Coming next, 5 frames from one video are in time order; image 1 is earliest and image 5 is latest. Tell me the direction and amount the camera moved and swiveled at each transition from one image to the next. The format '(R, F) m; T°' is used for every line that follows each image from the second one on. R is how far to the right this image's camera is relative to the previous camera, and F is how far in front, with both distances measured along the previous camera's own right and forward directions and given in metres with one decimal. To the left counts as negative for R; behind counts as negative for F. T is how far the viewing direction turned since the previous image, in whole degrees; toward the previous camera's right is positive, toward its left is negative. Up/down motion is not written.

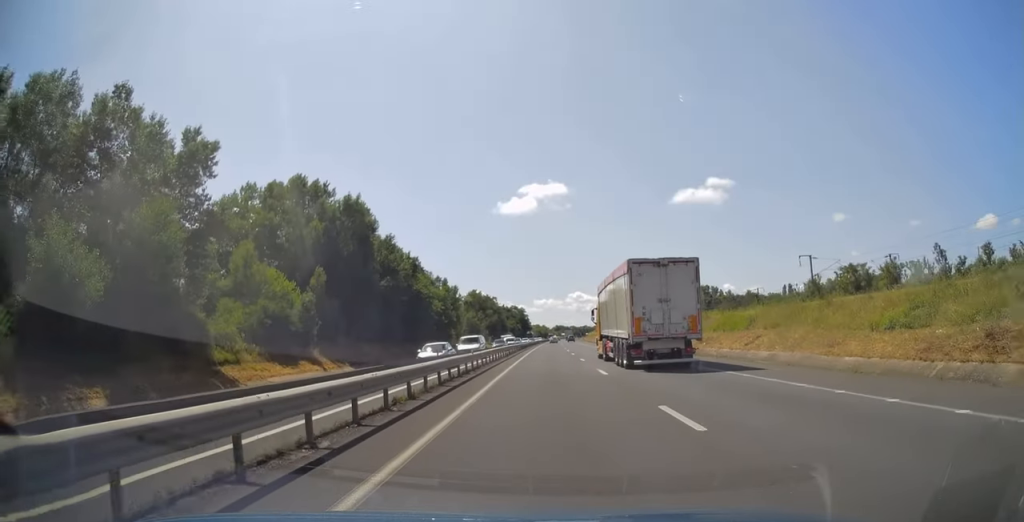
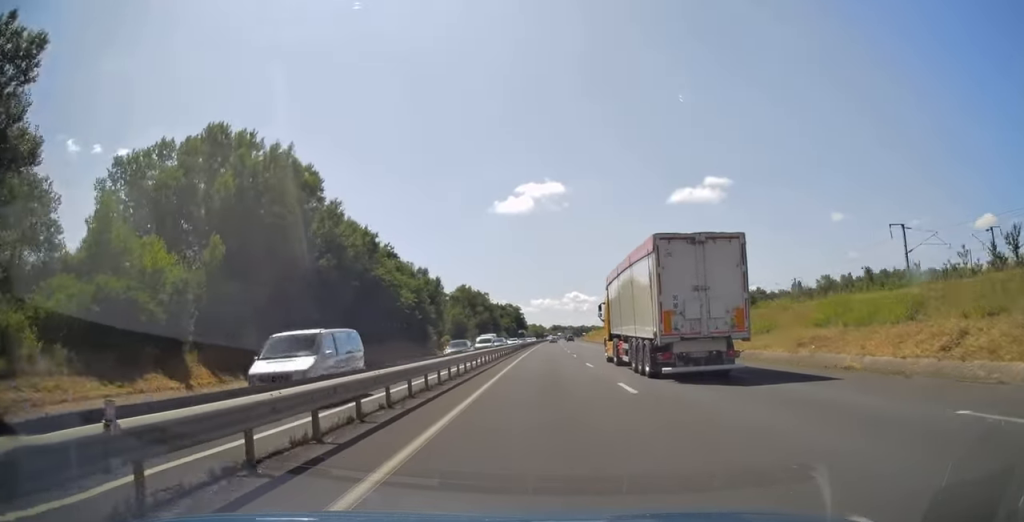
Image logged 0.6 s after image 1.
(+0.1, +19.7) m; 0°
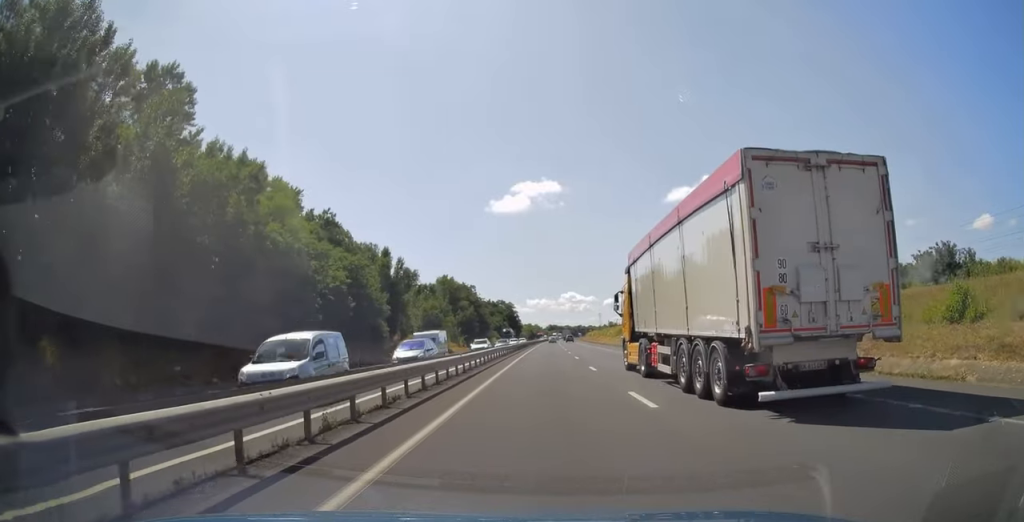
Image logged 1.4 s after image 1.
(0.0, +28.1) m; 0°
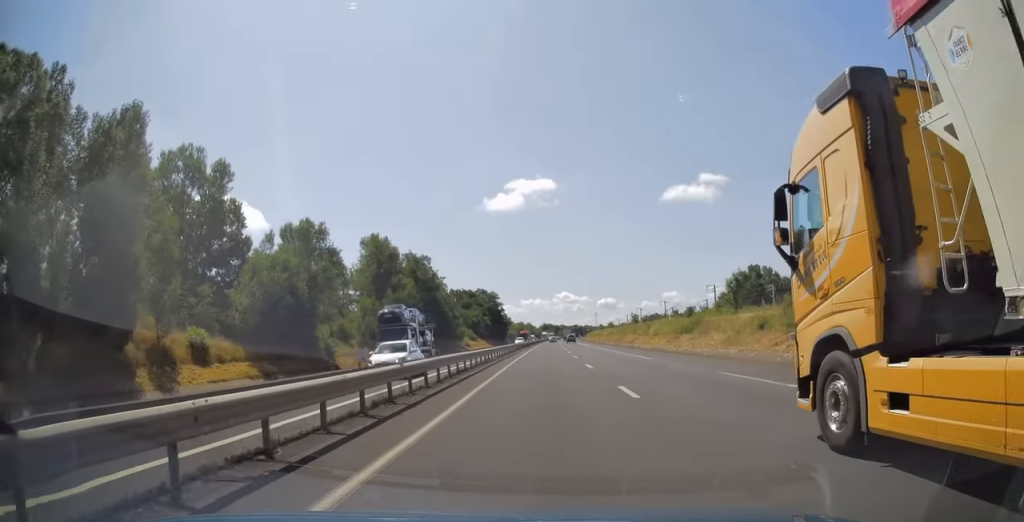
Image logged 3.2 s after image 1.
(+0.3, +61.3) m; +1°
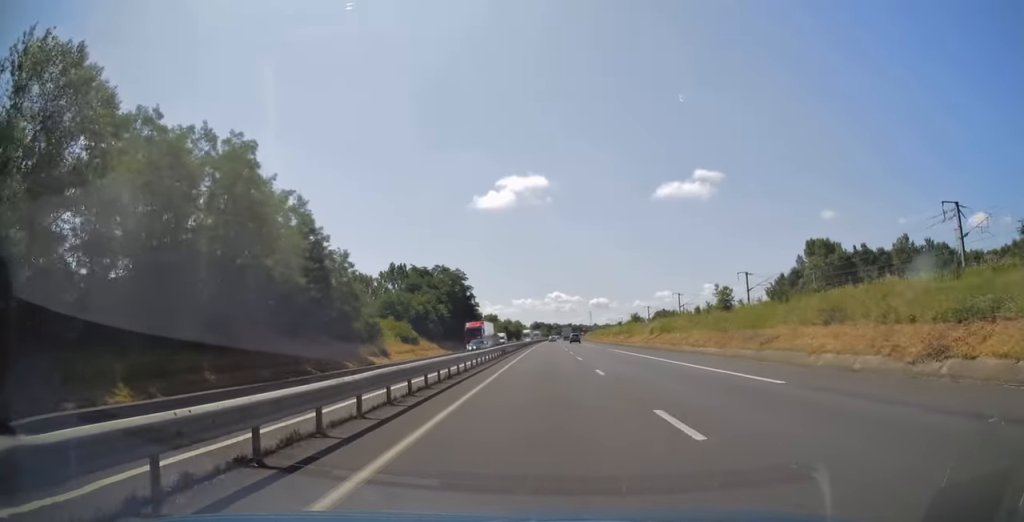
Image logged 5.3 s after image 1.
(+0.4, +68.3) m; +1°
